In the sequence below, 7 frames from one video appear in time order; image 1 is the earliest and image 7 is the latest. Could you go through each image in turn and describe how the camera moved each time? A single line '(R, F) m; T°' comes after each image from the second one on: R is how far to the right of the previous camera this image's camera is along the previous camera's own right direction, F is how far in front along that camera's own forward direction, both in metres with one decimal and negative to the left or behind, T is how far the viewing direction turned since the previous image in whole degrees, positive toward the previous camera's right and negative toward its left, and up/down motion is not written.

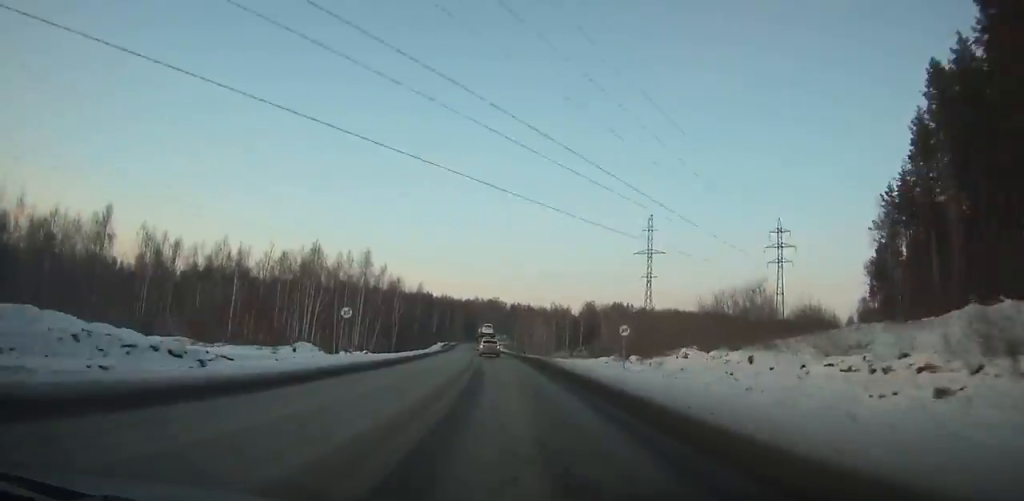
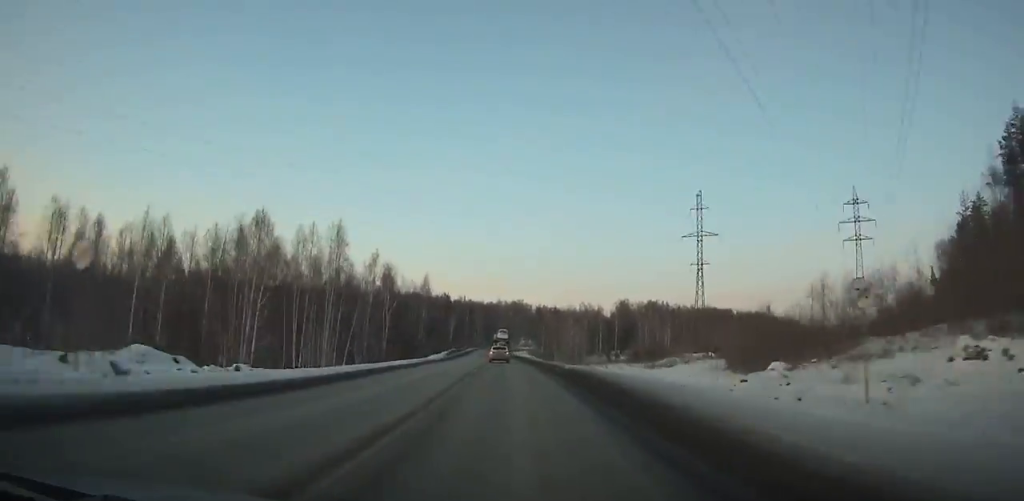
(-0.7, +24.2) m; -1°
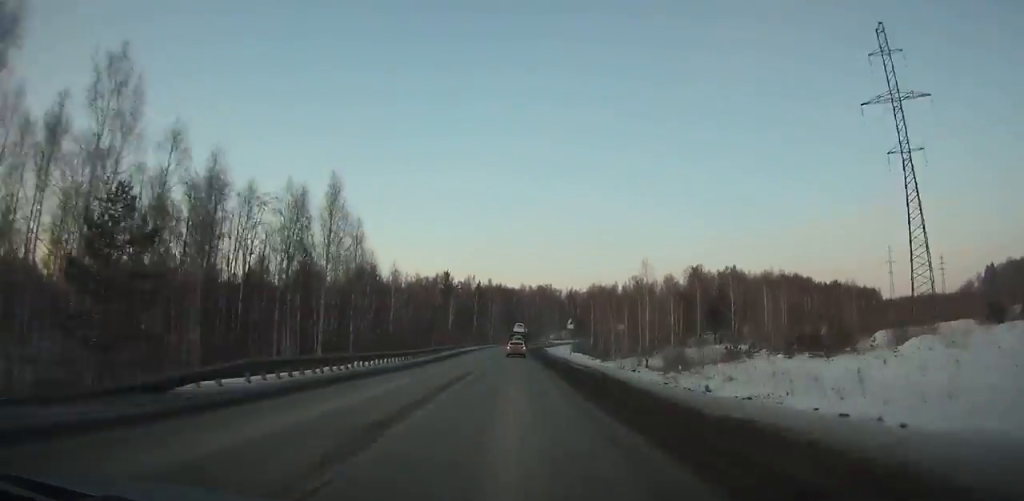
(-1.4, +64.4) m; -1°
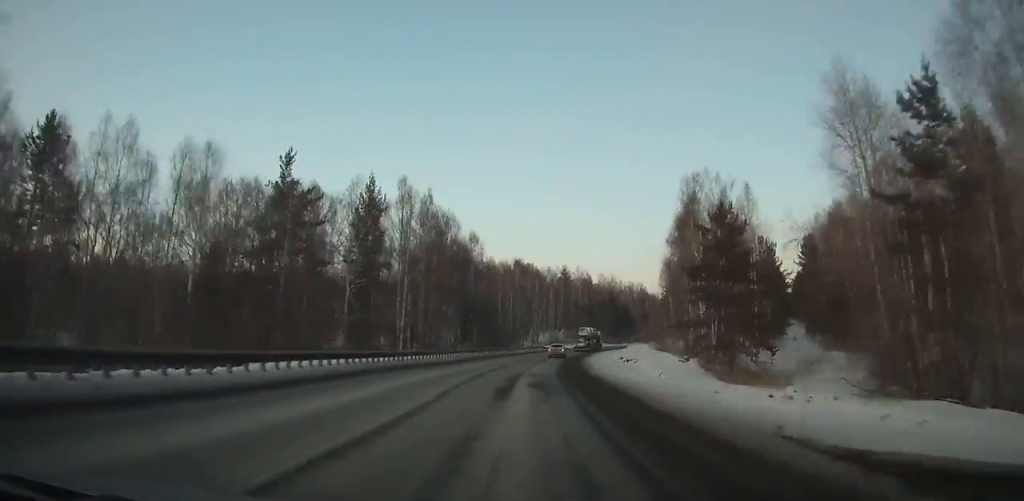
(+3.2, +95.6) m; +6°
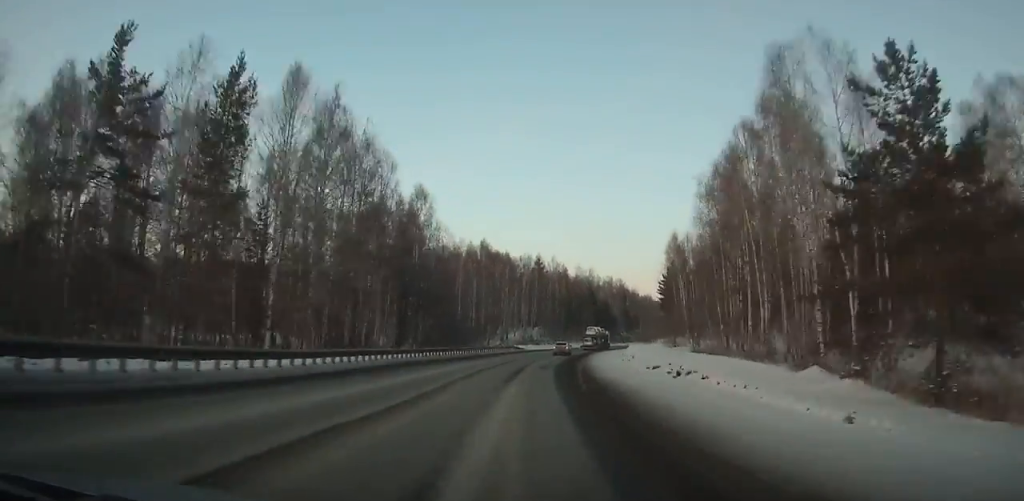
(-0.2, +22.7) m; +3°
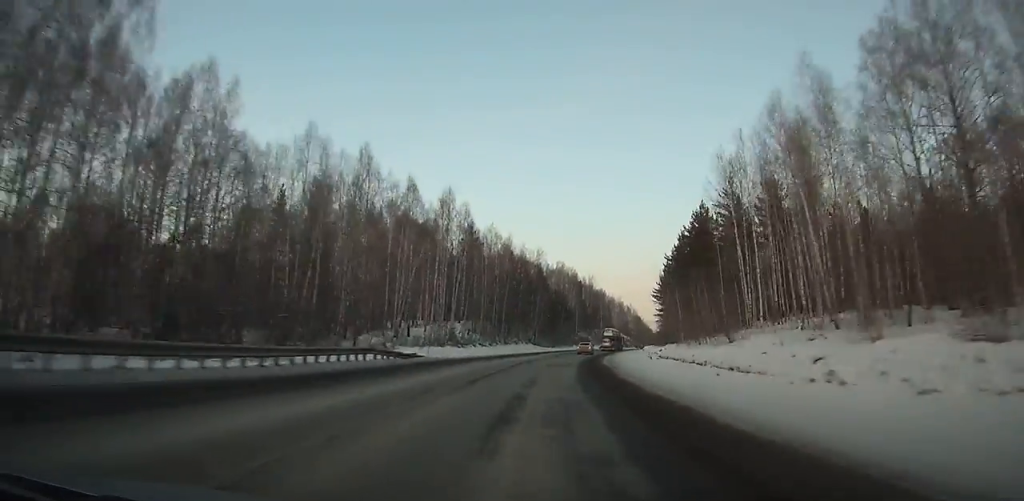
(+2.4, +47.0) m; +7°
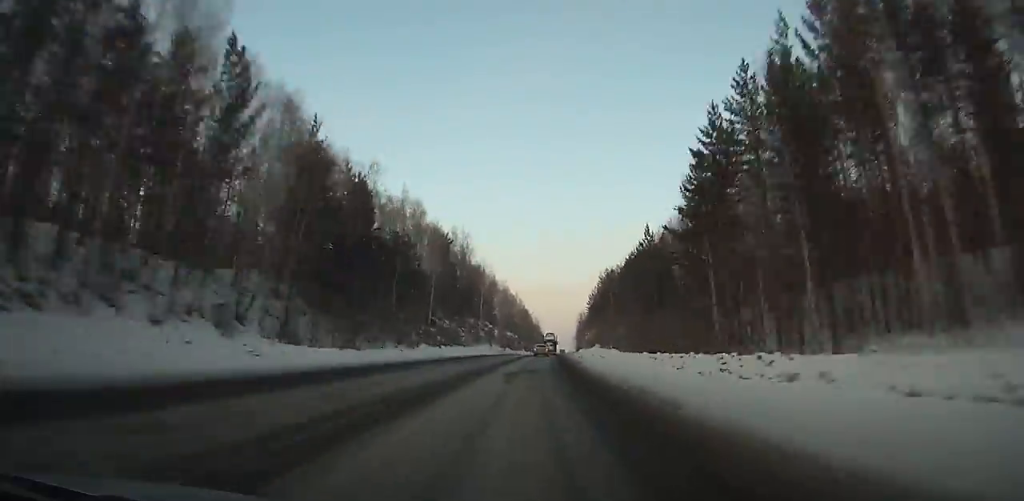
(+7.6, +76.0) m; +9°
